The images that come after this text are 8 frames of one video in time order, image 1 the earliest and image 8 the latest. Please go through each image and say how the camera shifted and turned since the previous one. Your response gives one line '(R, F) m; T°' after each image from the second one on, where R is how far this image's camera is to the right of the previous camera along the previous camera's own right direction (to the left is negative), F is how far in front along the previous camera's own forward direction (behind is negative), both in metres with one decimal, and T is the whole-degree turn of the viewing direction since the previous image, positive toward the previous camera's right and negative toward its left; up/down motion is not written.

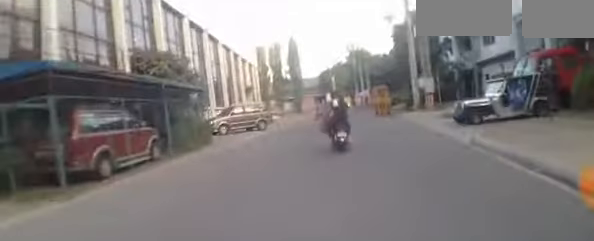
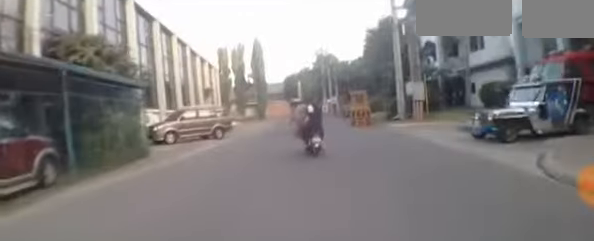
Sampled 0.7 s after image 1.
(+0.3, +3.4) m; +4°
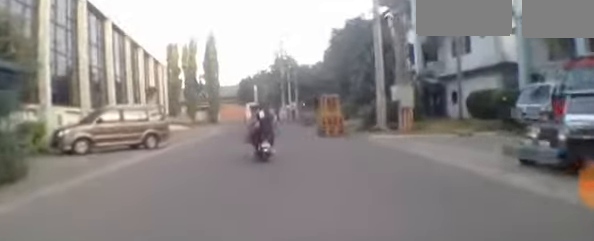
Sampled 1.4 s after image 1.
(+0.1, +3.6) m; 0°
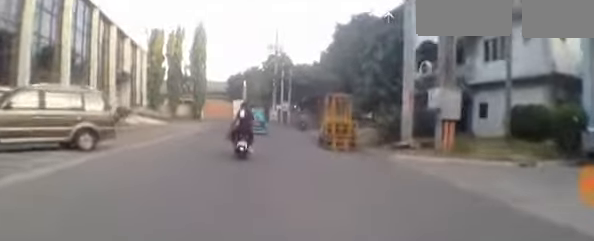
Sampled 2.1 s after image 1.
(-0.1, +3.5) m; -3°
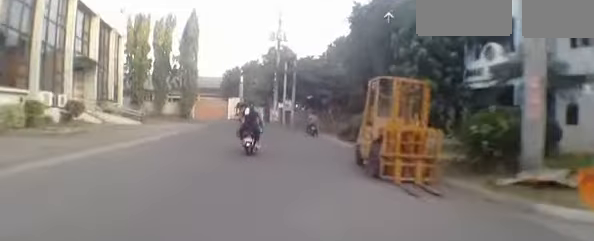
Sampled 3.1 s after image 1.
(-0.1, +5.4) m; +6°
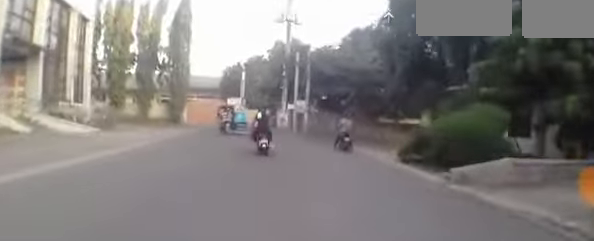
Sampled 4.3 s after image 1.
(+0.8, +6.6) m; +5°
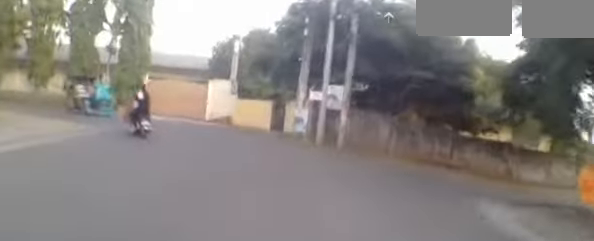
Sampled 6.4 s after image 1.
(-0.9, +11.8) m; -6°
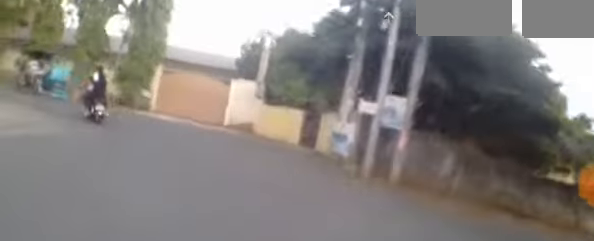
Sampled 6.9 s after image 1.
(+0.1, +3.1) m; -6°
